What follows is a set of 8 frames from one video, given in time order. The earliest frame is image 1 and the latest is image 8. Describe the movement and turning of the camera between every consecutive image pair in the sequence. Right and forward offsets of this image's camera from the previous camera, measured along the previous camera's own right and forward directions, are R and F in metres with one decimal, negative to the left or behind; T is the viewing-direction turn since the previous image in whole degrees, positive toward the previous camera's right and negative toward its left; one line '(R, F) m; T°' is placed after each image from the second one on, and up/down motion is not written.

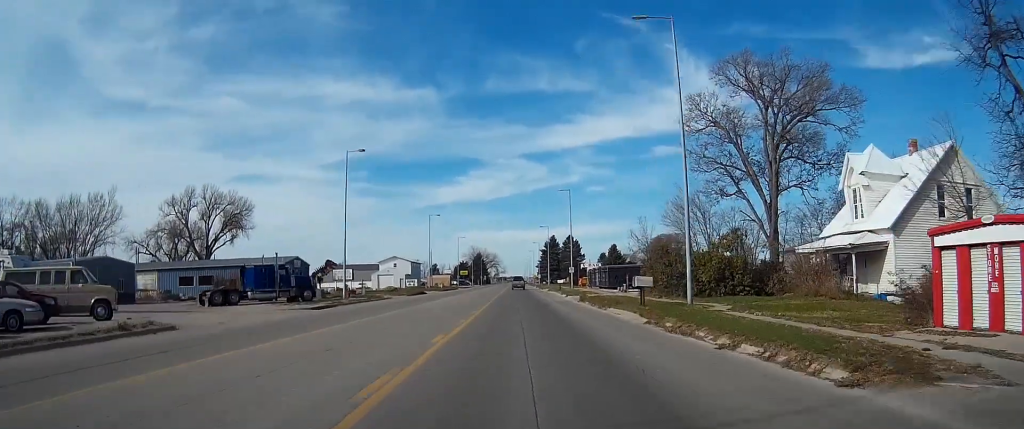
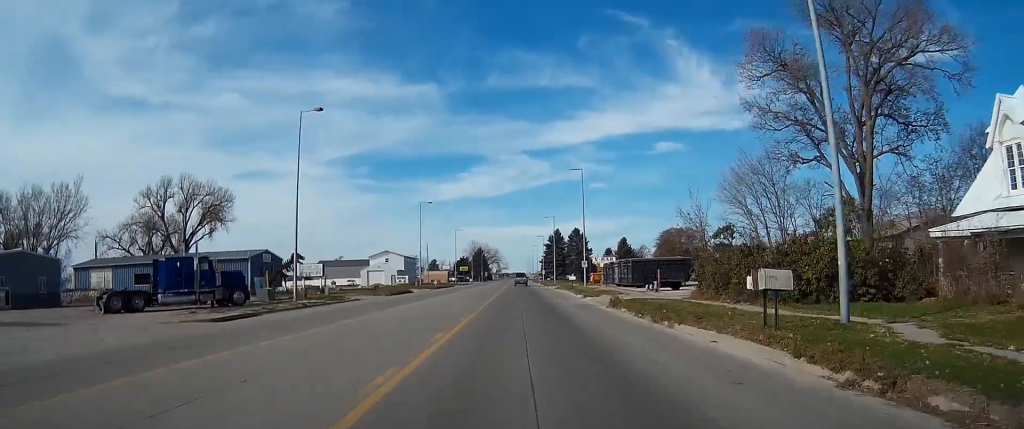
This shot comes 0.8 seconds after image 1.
(0.0, +14.3) m; 0°
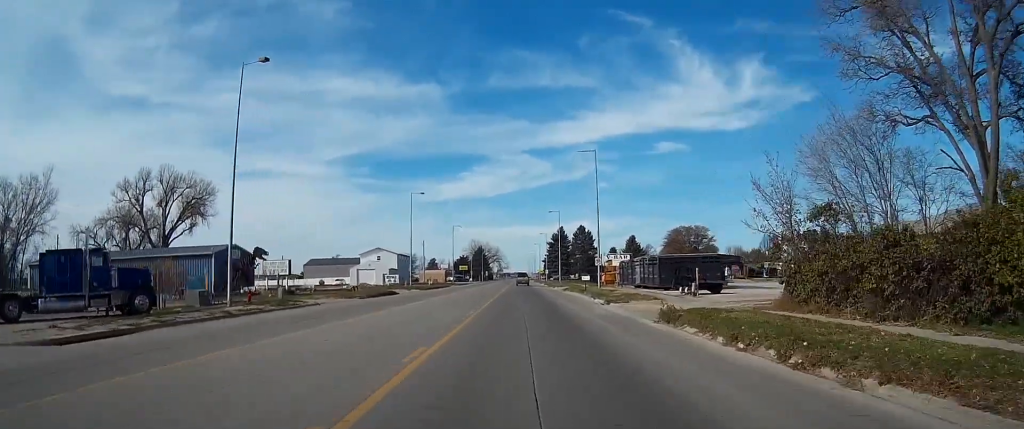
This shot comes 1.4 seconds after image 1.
(-0.1, +11.4) m; 0°
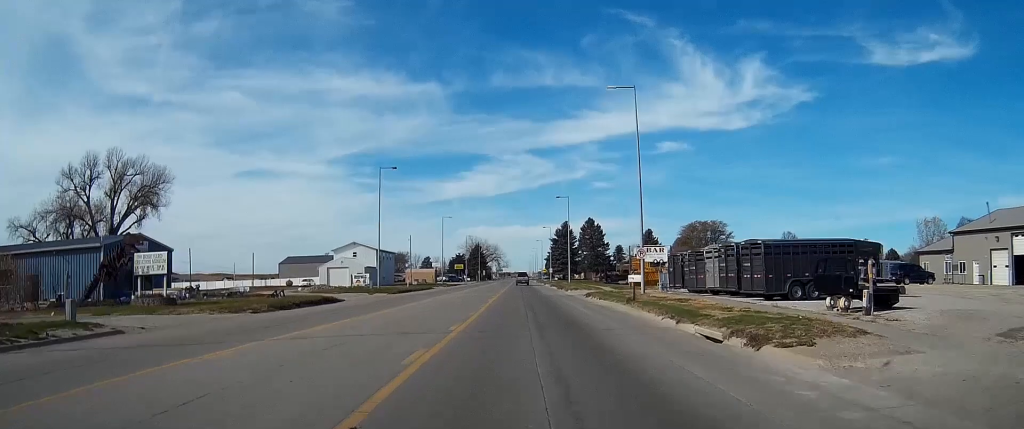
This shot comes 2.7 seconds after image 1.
(-0.1, +22.4) m; 0°
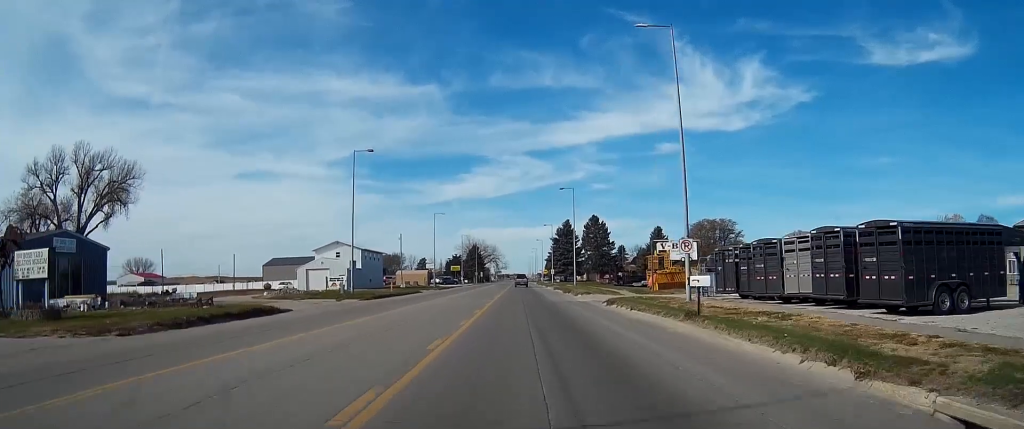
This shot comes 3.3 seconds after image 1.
(+0.1, +11.6) m; 0°
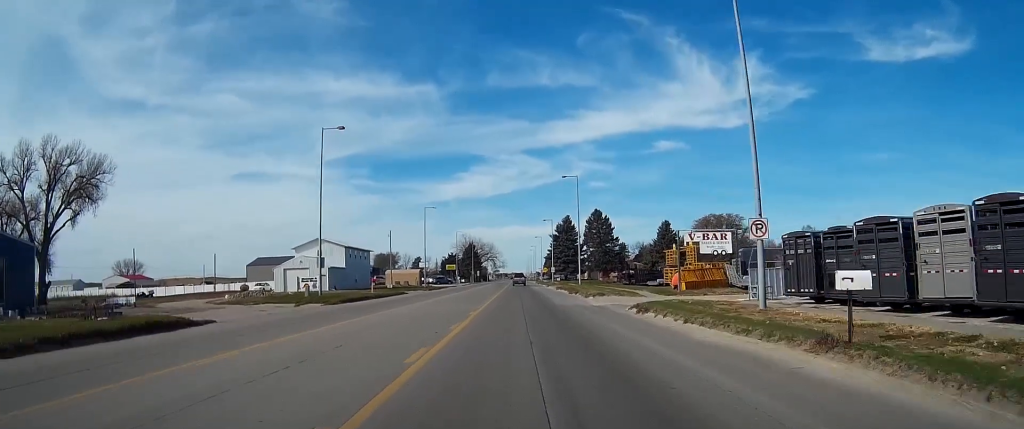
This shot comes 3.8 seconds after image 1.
(0.0, +9.8) m; 0°
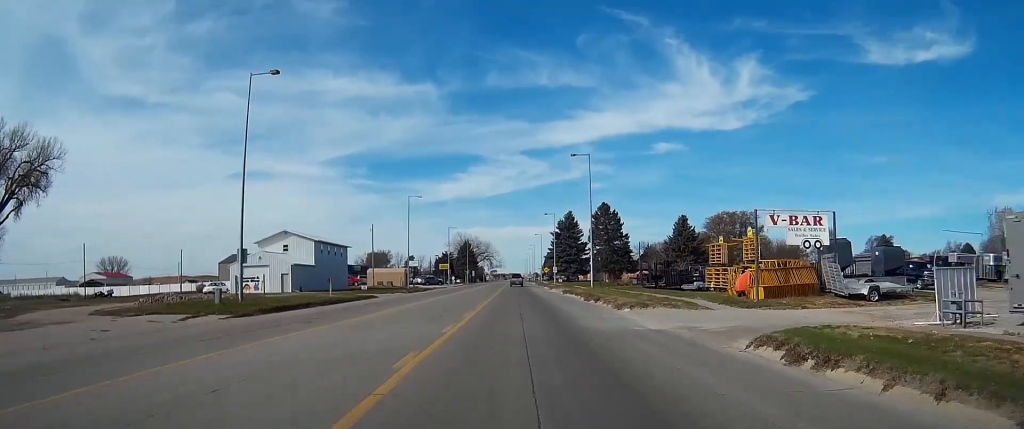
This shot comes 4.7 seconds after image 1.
(0.0, +15.4) m; 0°
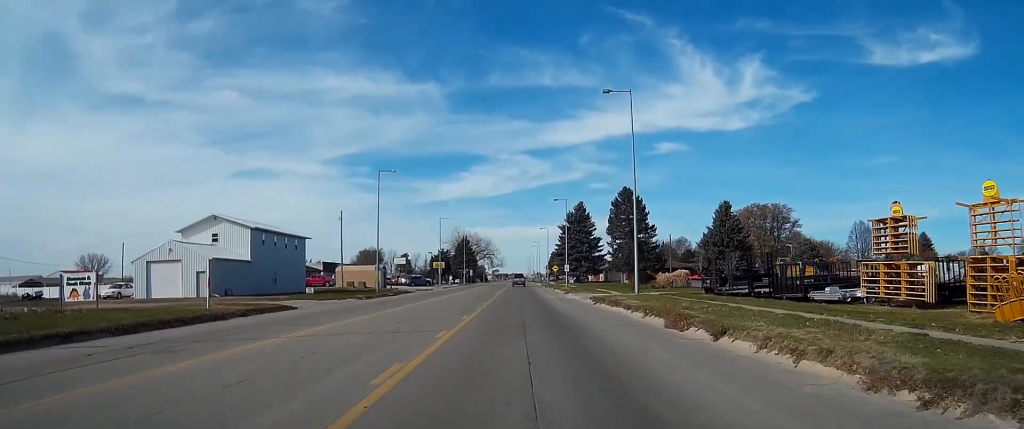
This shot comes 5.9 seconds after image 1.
(-0.1, +23.5) m; 0°
